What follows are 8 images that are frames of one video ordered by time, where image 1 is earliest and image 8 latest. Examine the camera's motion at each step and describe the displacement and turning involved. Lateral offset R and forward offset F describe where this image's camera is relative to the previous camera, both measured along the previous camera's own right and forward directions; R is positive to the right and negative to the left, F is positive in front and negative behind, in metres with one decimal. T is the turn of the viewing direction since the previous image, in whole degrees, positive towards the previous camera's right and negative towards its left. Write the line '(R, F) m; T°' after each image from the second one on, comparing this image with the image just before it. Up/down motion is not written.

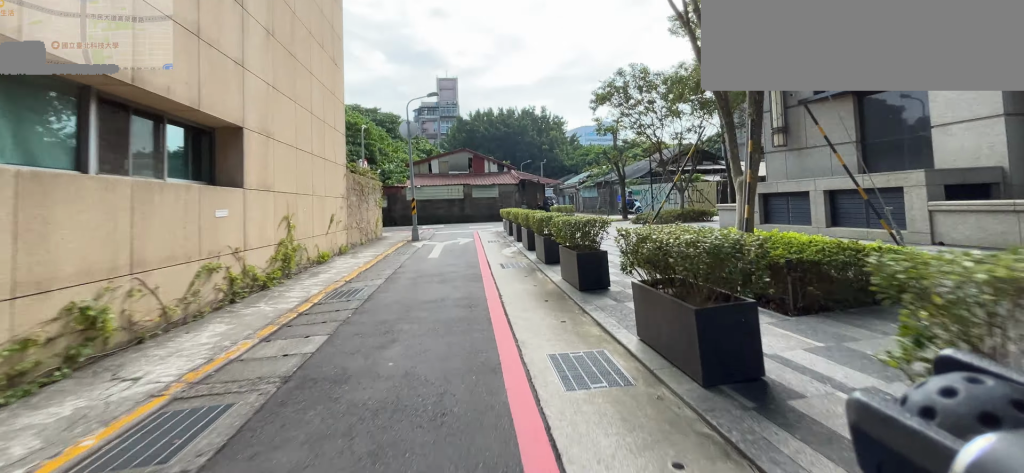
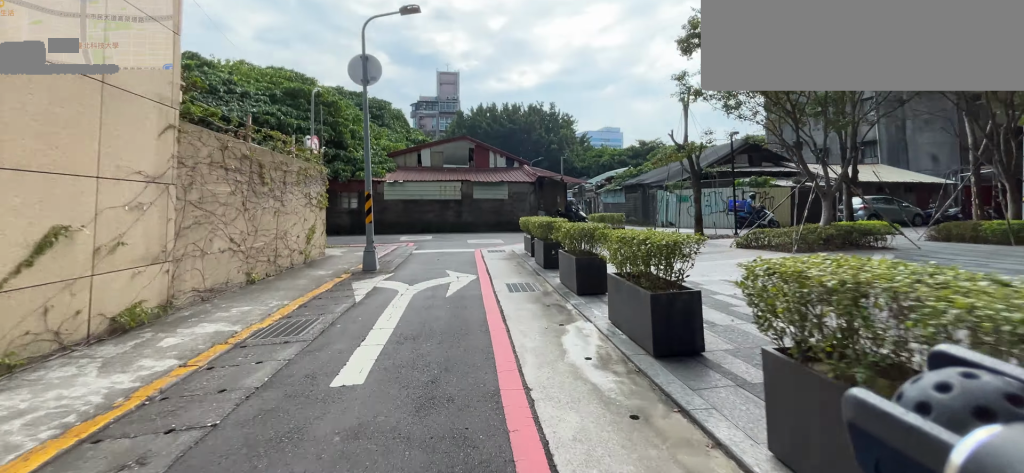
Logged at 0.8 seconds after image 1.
(-0.2, +5.7) m; -2°
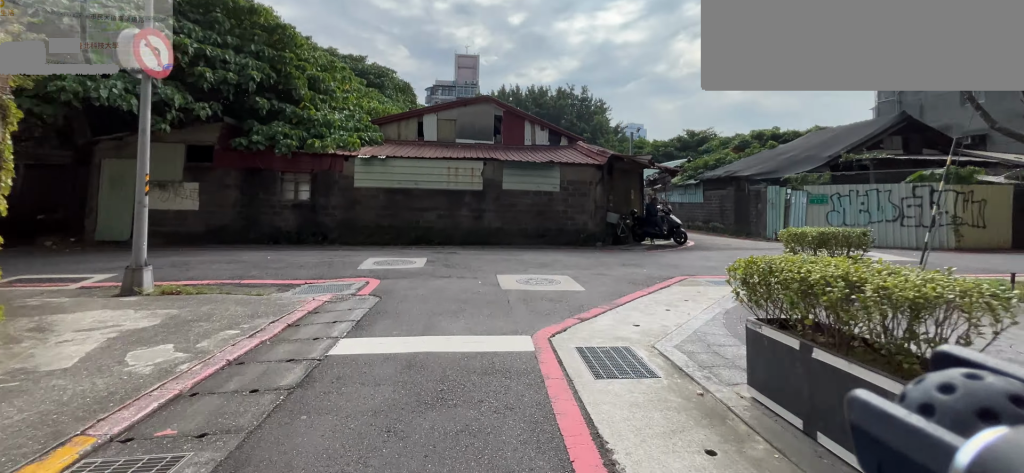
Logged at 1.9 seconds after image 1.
(-0.1, +6.9) m; -31°
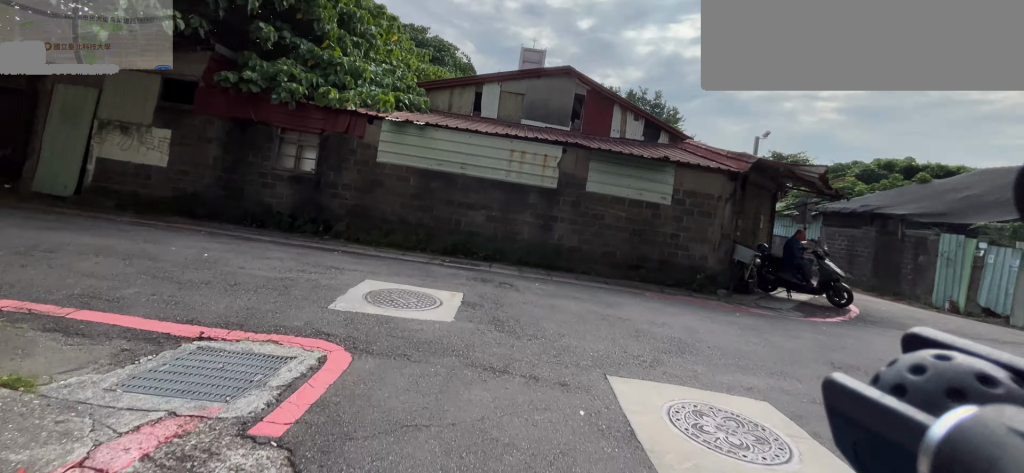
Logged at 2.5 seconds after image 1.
(-1.6, +2.4) m; -32°
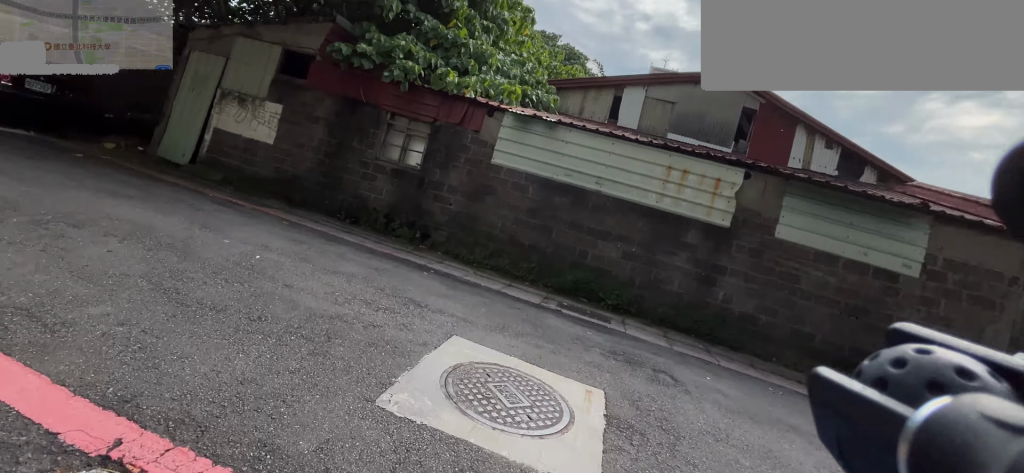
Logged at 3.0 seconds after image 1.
(-0.7, +2.0) m; -22°
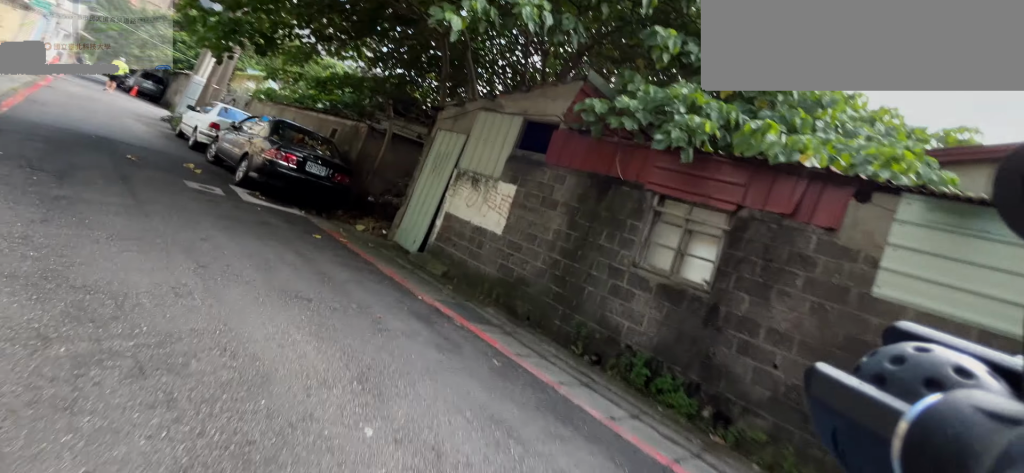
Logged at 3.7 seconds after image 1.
(-0.4, +3.8) m; -5°
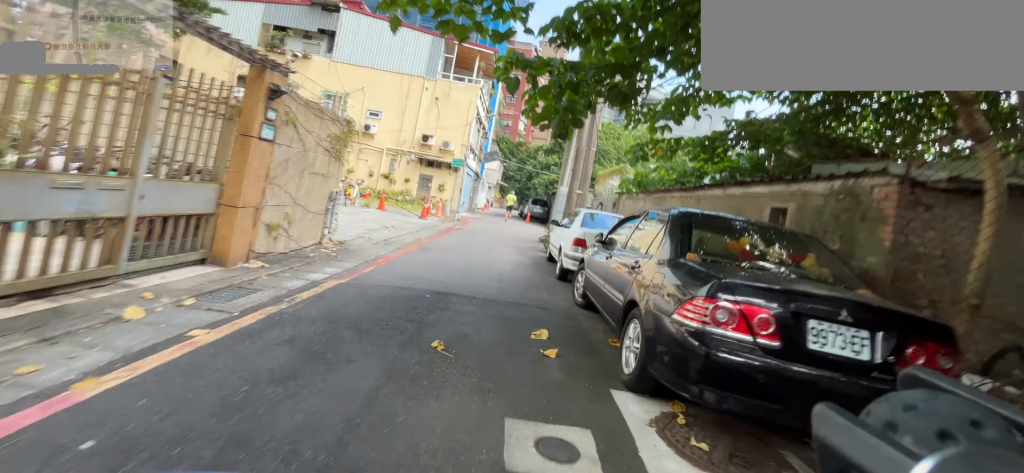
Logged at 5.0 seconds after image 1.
(-0.3, +7.6) m; -5°
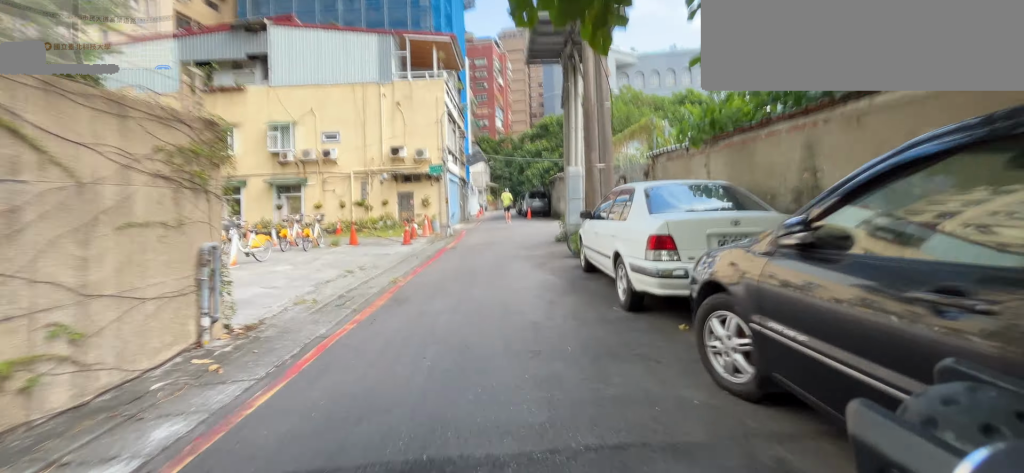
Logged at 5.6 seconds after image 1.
(-0.2, +4.1) m; -1°
